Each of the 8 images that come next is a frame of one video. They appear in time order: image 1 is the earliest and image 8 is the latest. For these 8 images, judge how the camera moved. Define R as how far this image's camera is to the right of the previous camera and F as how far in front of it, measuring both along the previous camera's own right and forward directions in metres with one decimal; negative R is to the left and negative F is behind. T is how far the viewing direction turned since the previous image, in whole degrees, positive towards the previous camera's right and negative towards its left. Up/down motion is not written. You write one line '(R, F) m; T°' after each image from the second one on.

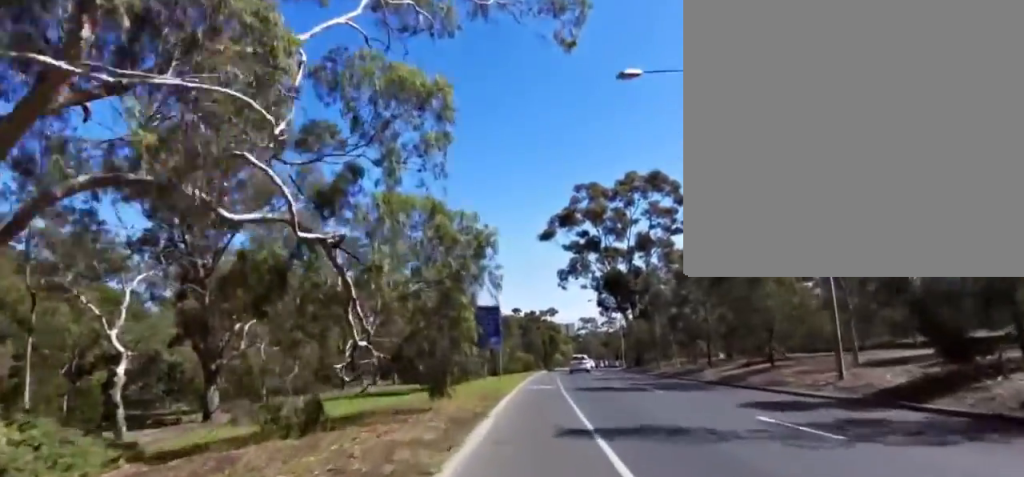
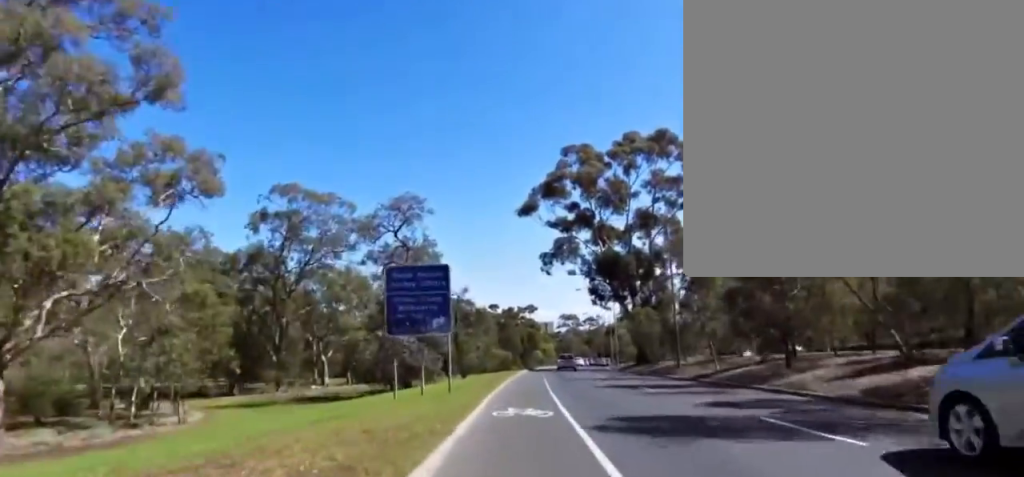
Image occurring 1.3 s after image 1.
(0.0, +13.0) m; 0°
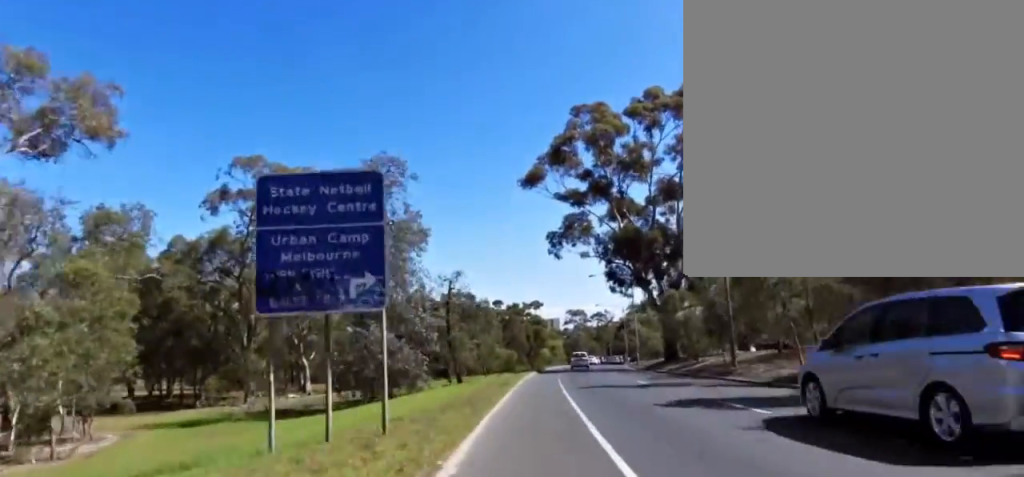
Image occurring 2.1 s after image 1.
(0.0, +8.7) m; 0°
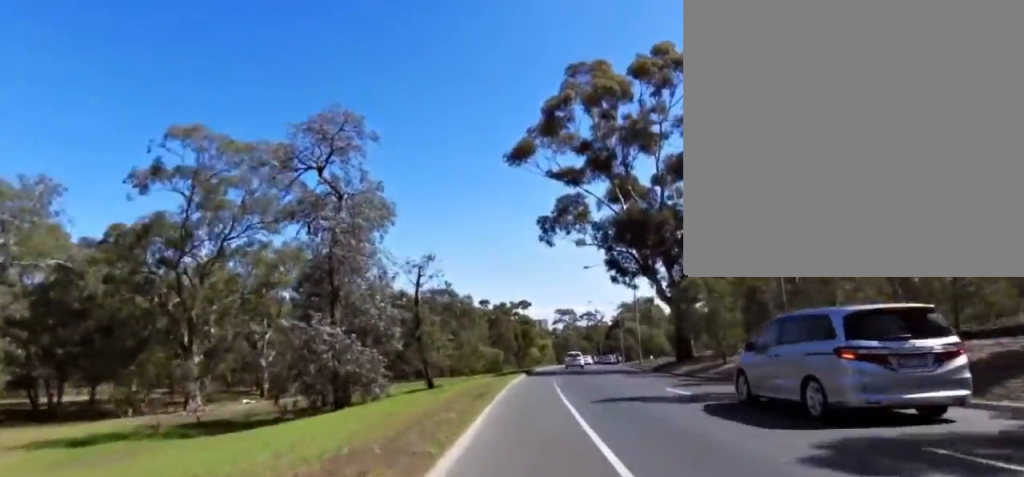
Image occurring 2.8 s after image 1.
(0.0, +7.3) m; 0°
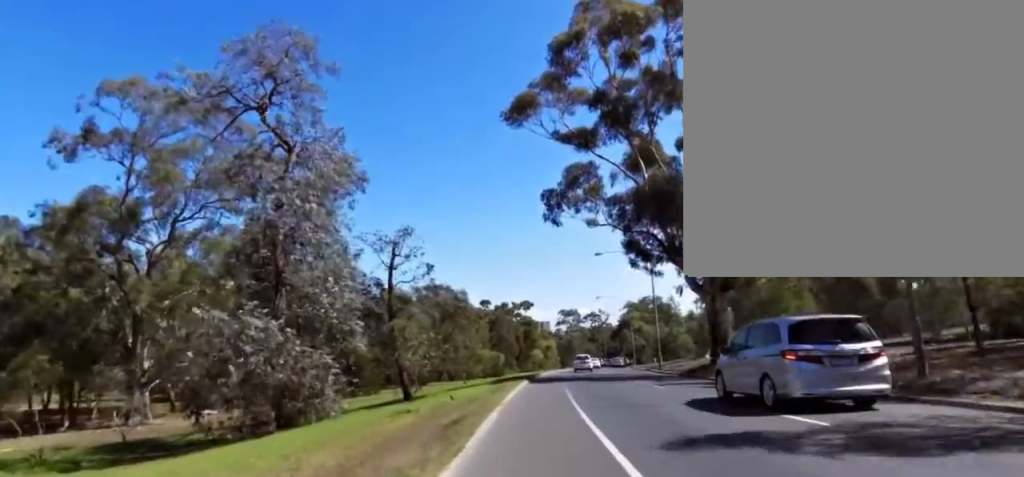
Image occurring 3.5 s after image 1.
(0.0, +7.0) m; 0°
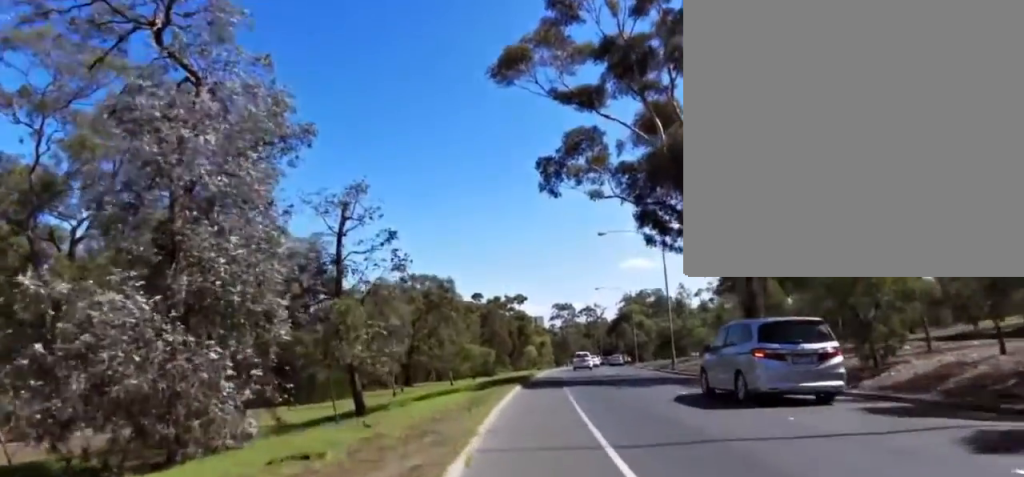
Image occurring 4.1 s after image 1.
(0.0, +6.3) m; -4°
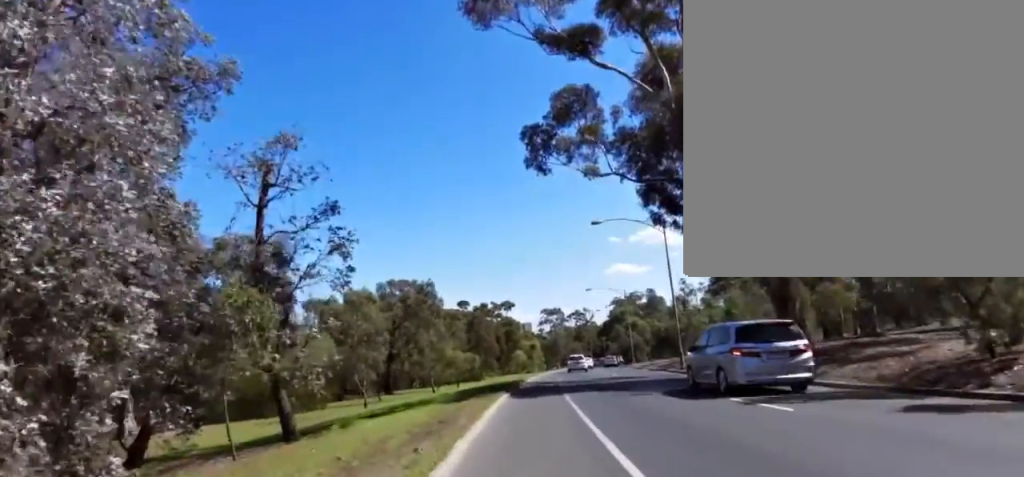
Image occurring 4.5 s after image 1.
(+0.3, +4.9) m; -3°
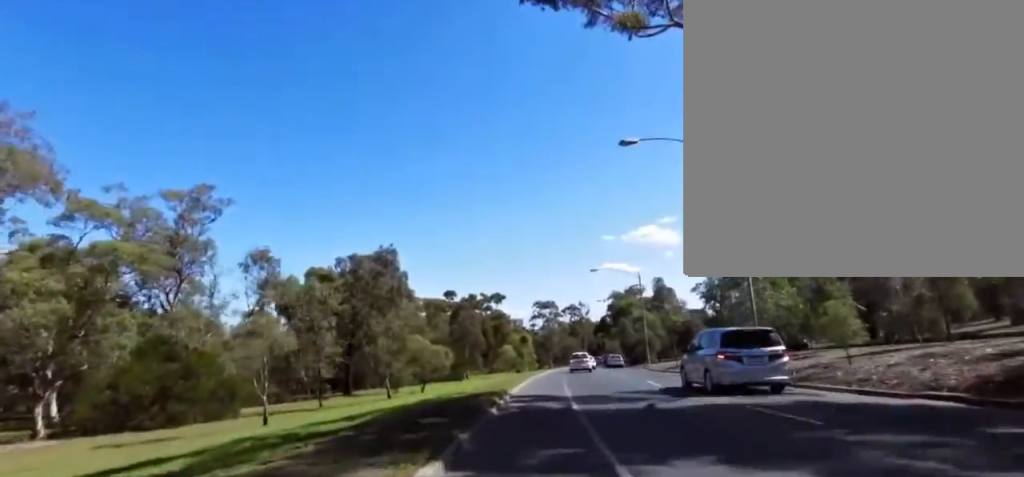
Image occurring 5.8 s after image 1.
(-0.9, +13.3) m; +2°
